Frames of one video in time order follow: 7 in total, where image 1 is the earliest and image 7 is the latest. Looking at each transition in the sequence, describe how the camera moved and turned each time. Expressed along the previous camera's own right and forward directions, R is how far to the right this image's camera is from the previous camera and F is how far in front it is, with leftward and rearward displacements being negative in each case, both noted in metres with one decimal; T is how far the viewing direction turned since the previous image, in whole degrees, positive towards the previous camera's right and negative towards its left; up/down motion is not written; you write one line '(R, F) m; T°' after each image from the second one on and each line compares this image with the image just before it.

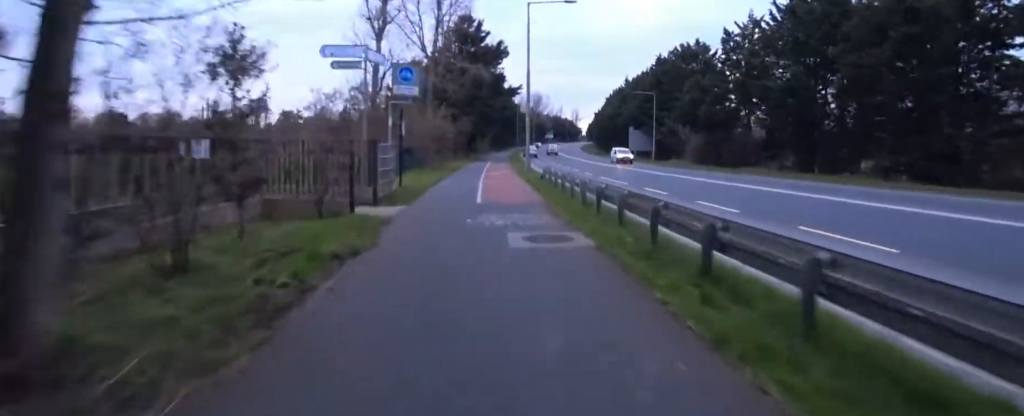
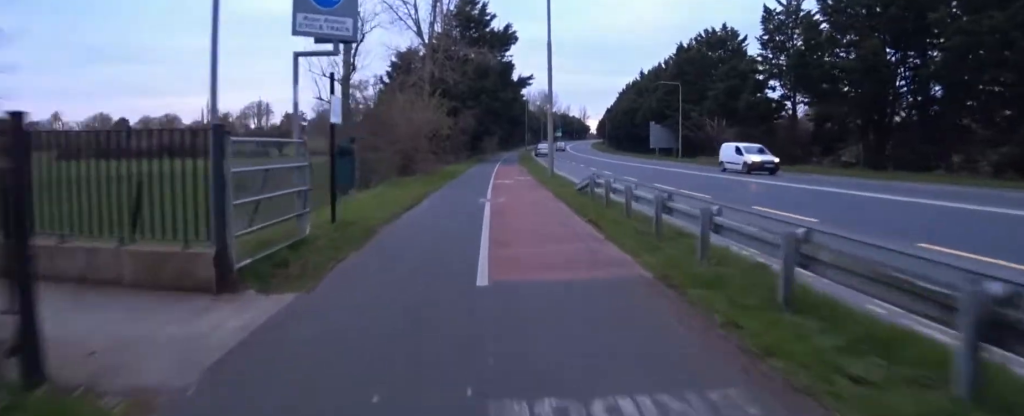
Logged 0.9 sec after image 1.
(0.0, +5.9) m; 0°
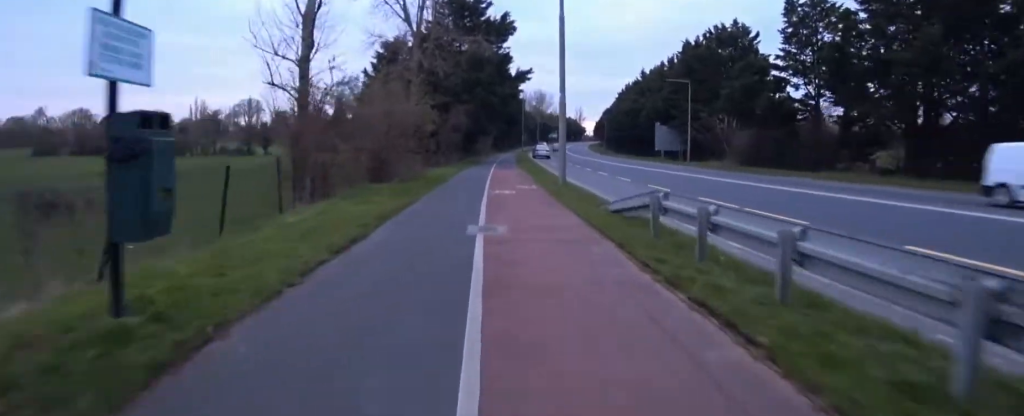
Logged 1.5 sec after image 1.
(0.0, +3.6) m; 0°
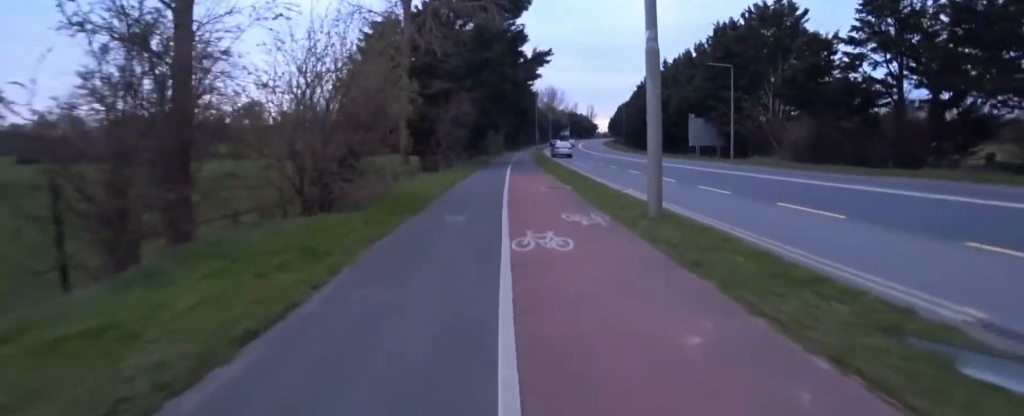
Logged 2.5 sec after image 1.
(0.0, +6.5) m; 0°
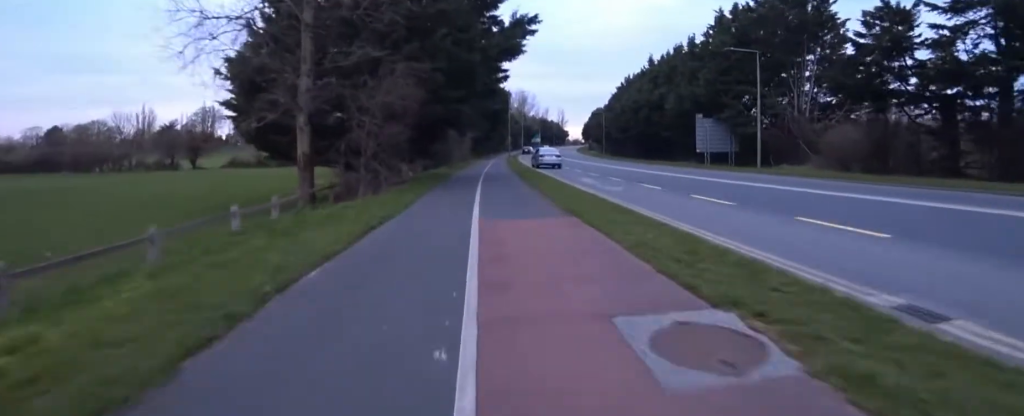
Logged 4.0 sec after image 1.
(0.0, +9.5) m; 0°
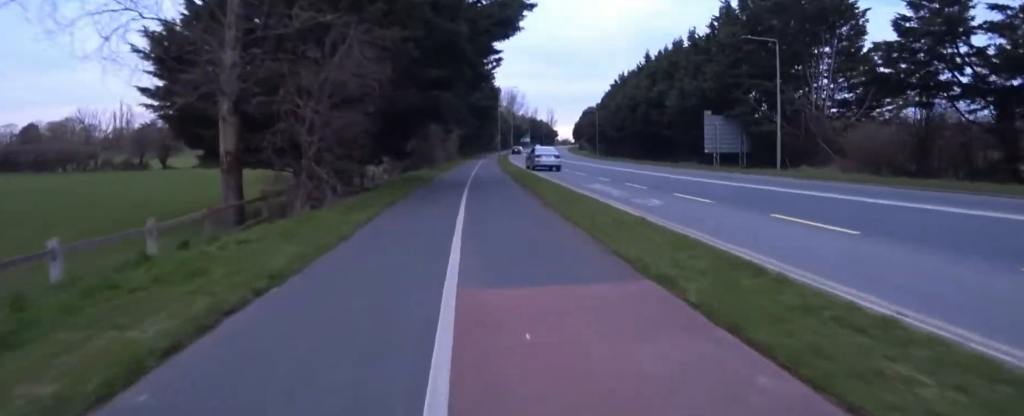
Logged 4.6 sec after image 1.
(0.0, +4.0) m; +1°
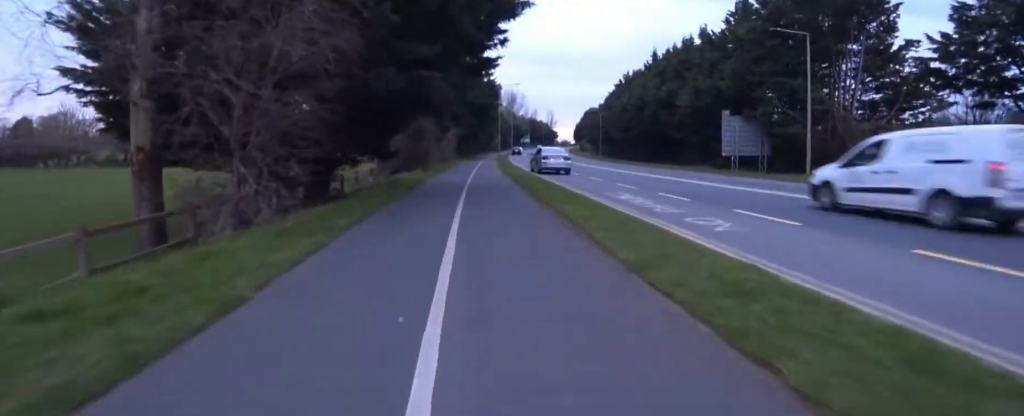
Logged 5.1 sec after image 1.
(0.0, +3.0) m; +1°
